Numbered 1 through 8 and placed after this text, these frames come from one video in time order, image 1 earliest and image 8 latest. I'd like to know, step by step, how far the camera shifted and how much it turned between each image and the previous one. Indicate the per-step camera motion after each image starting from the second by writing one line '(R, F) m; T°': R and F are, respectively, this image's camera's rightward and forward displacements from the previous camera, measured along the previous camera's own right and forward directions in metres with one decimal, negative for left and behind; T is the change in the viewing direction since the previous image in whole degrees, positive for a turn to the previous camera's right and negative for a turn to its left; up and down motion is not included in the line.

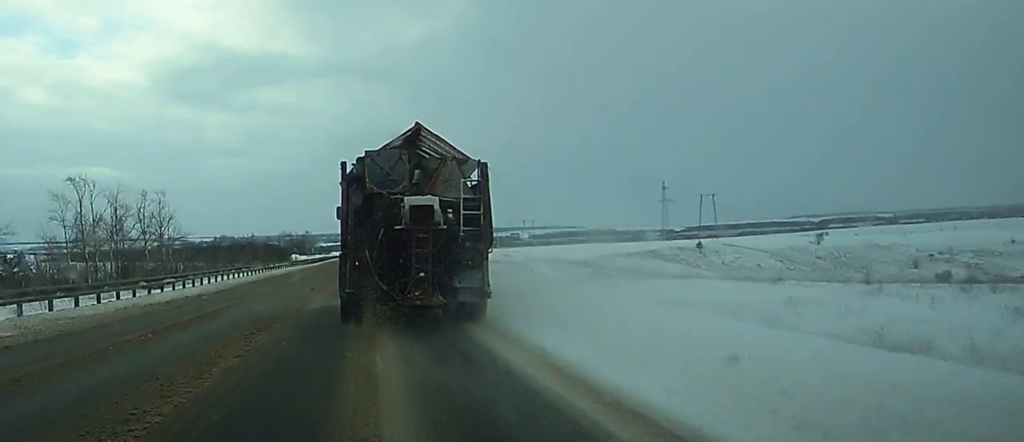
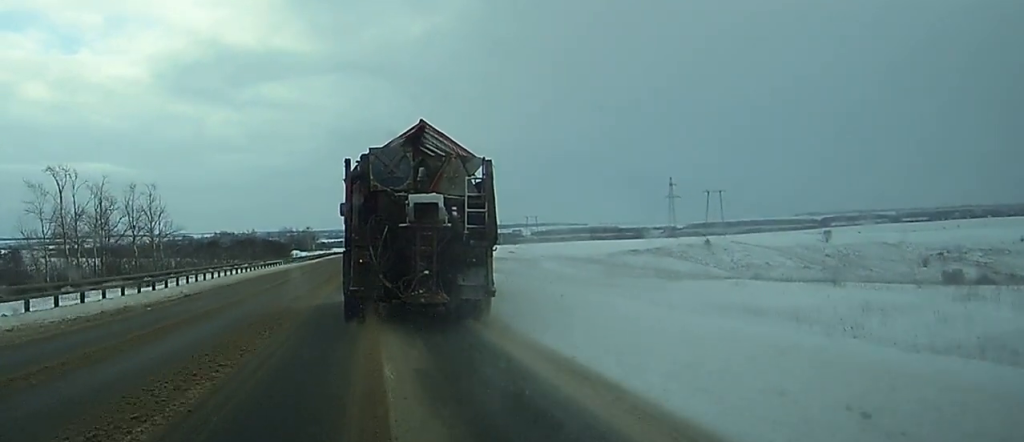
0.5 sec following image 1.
(0.0, +7.5) m; 0°
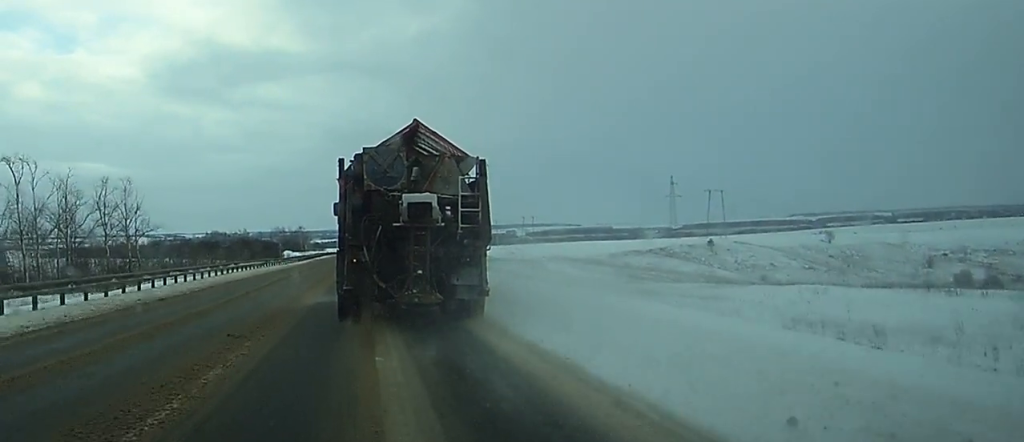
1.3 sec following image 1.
(-0.1, +10.7) m; 0°
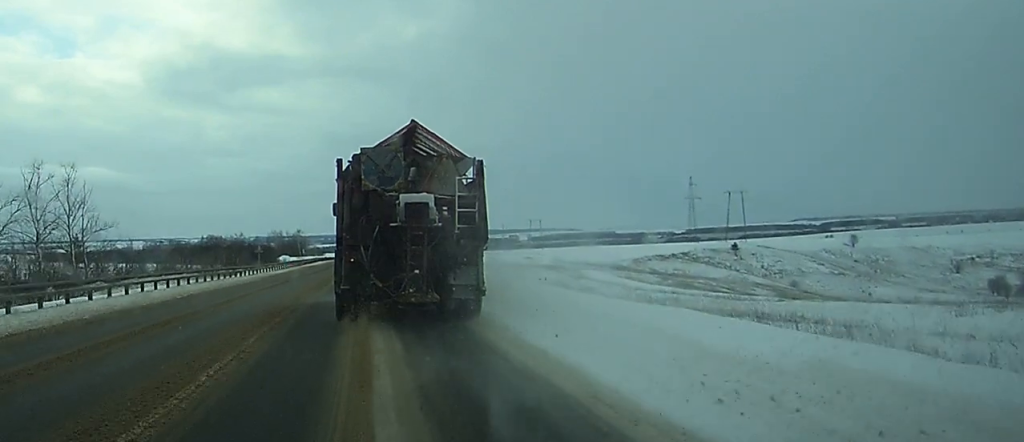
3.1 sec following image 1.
(0.0, +24.5) m; 0°
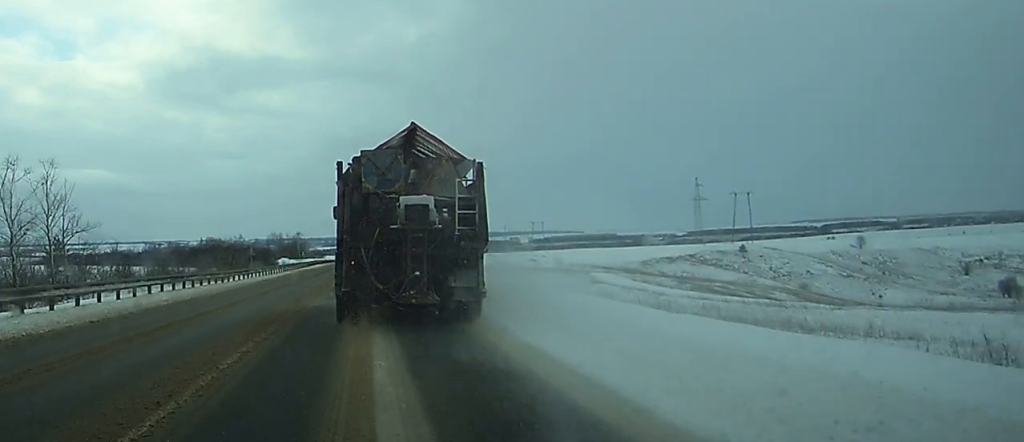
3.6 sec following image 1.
(0.0, +6.8) m; 0°
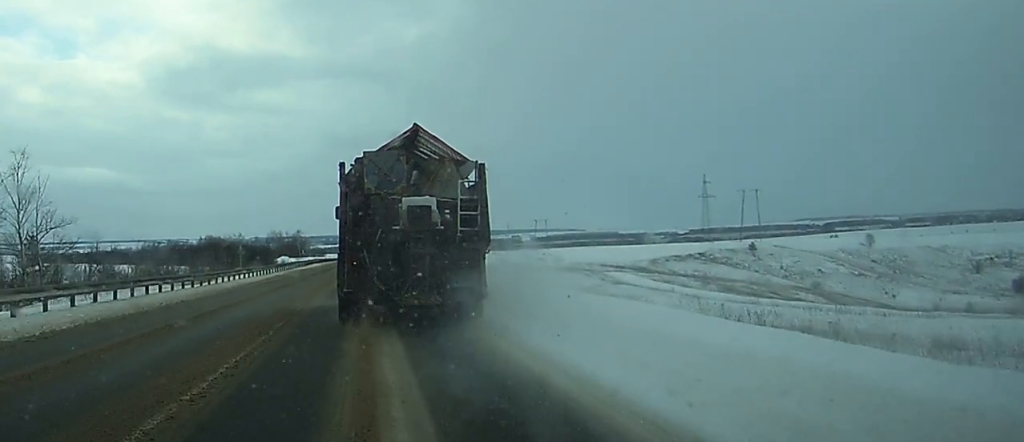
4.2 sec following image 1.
(0.0, +8.1) m; 0°
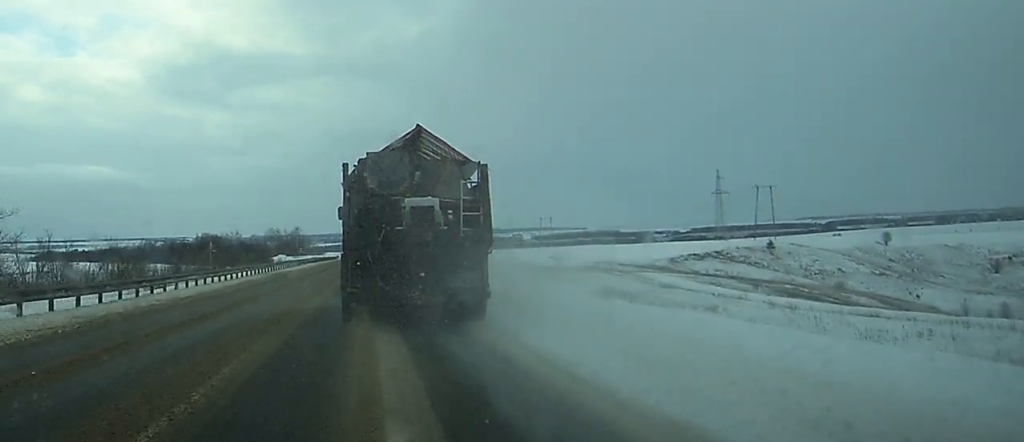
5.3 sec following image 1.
(0.0, +14.9) m; 0°
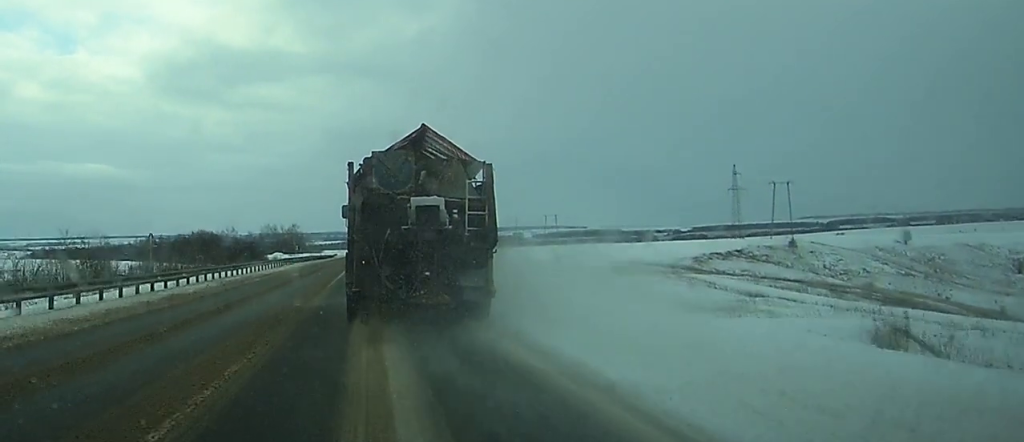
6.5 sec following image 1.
(-0.1, +17.4) m; 0°
